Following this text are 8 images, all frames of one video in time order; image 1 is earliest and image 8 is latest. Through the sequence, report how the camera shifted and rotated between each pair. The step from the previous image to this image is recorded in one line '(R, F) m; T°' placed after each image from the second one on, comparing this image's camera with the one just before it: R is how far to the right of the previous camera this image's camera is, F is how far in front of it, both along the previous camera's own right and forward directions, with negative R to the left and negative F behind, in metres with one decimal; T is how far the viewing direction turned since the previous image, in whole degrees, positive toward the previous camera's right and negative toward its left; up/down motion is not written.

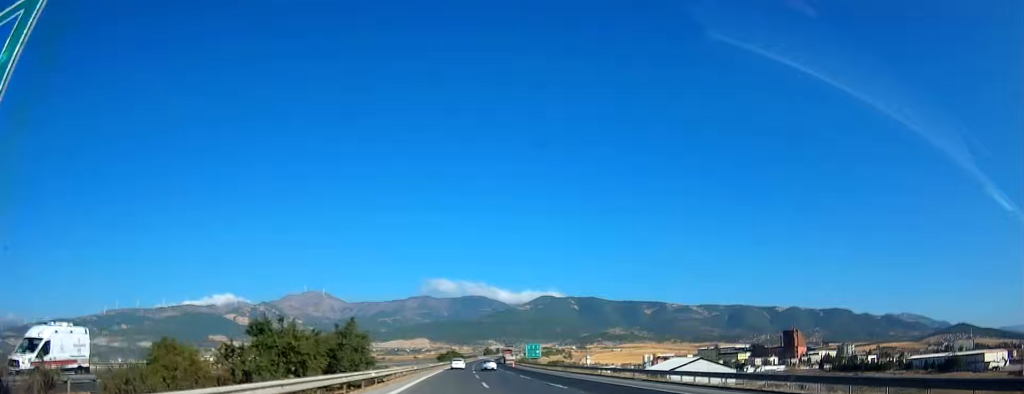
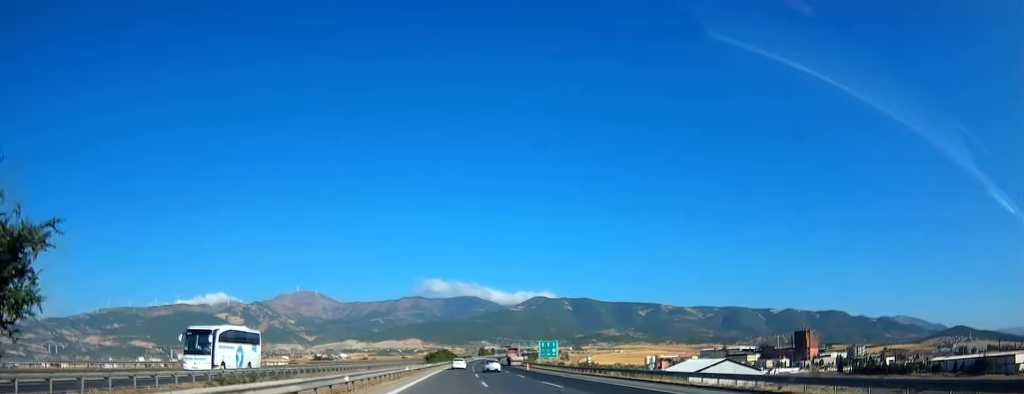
(+0.4, +31.0) m; +1°
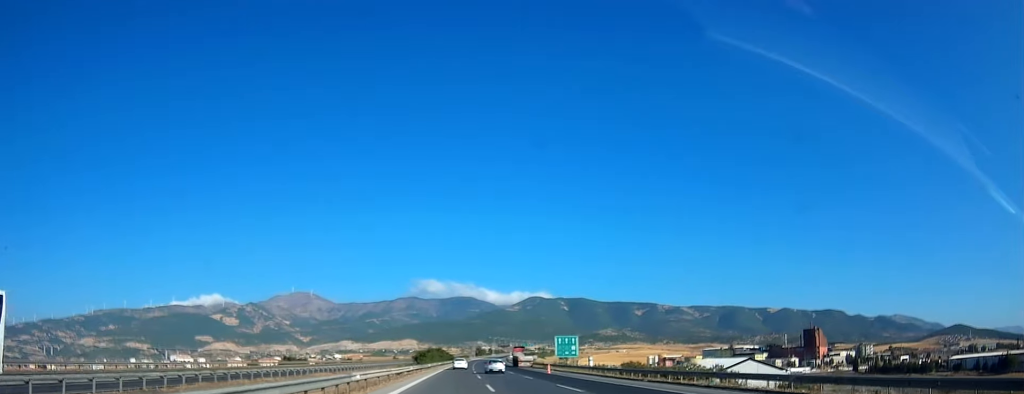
(+0.2, +20.4) m; +1°
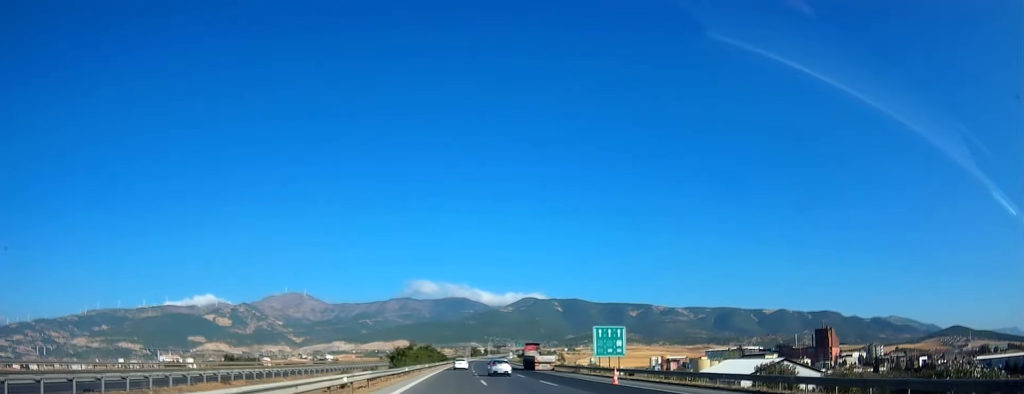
(+0.1, +27.1) m; +1°
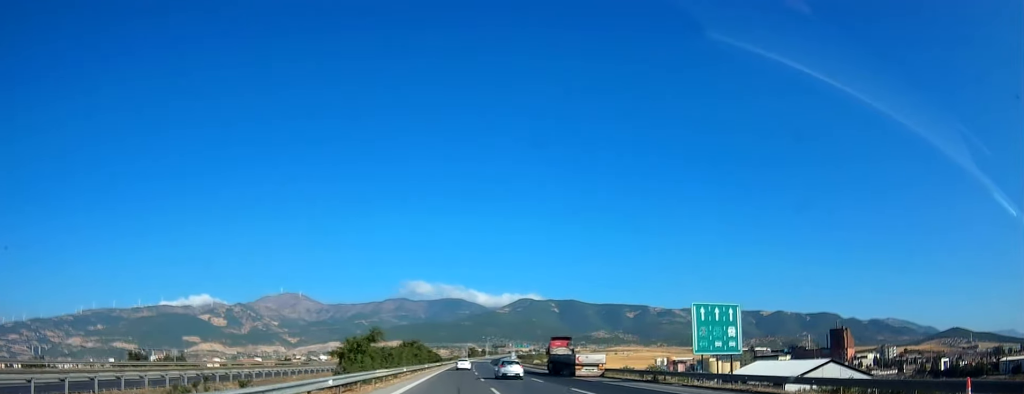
(-0.1, +26.3) m; +1°
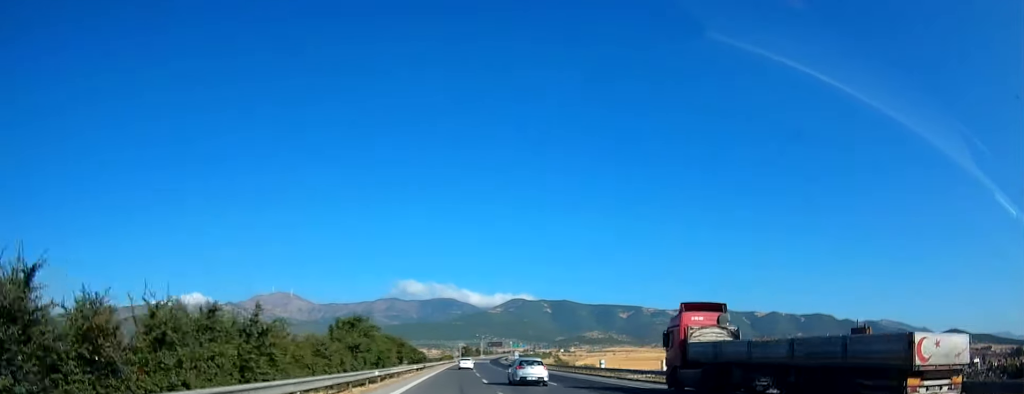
(+0.5, +37.6) m; +1°
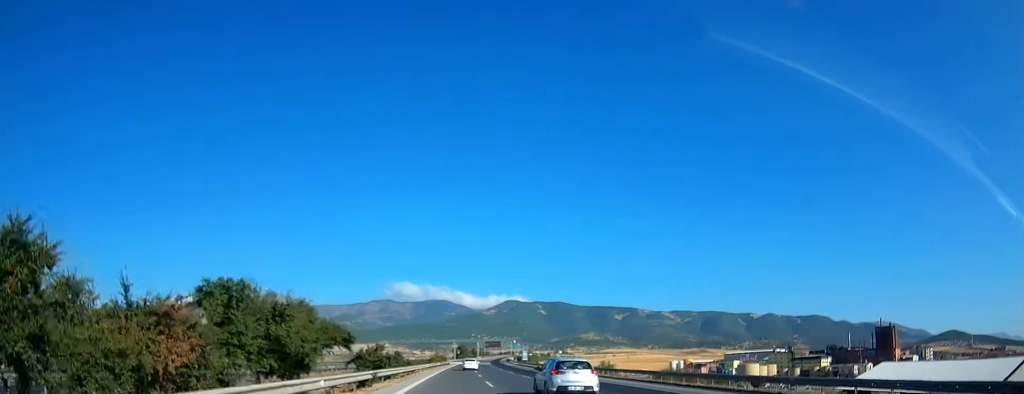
(0.0, +35.4) m; +1°
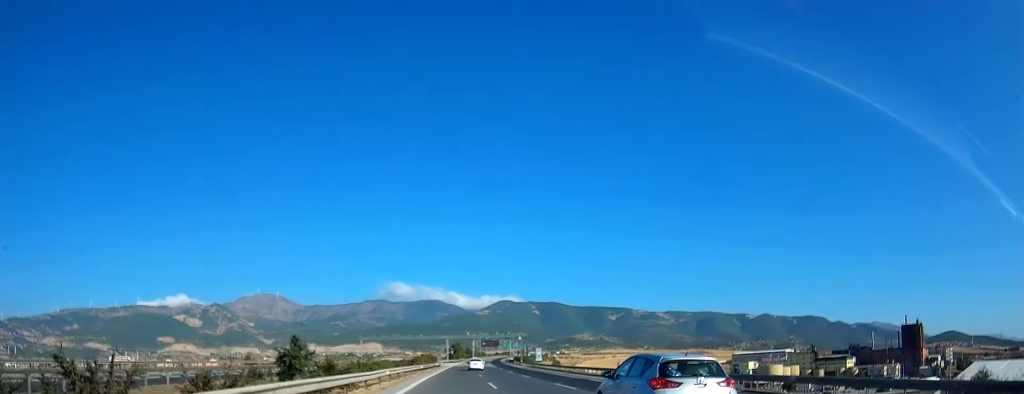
(+0.3, +34.6) m; +1°
